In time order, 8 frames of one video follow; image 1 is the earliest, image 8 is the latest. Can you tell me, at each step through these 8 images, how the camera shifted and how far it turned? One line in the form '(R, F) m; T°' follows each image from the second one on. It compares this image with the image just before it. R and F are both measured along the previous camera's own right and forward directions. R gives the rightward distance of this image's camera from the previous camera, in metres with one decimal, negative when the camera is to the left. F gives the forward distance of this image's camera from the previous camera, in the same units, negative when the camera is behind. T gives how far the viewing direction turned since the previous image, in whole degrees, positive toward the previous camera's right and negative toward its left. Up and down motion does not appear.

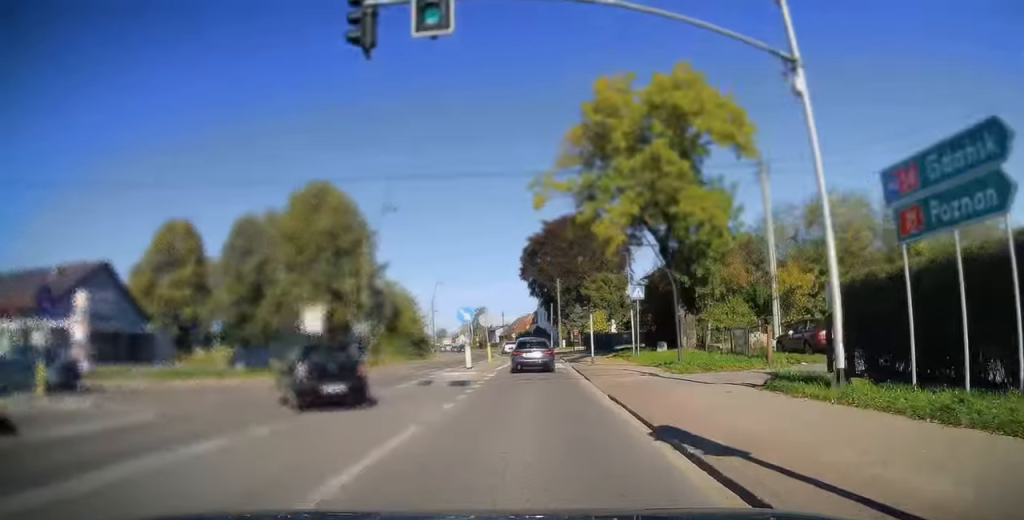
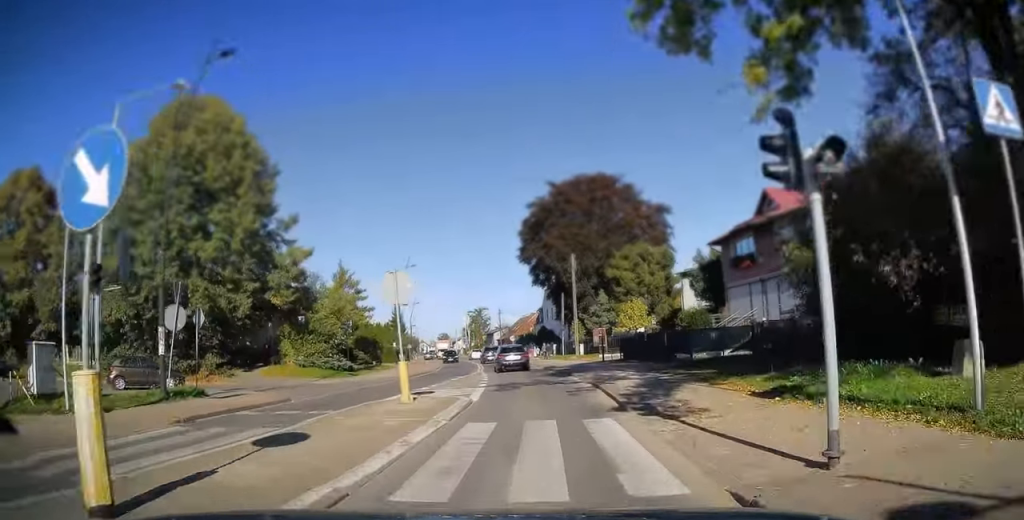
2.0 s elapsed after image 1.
(-0.1, +23.3) m; -1°
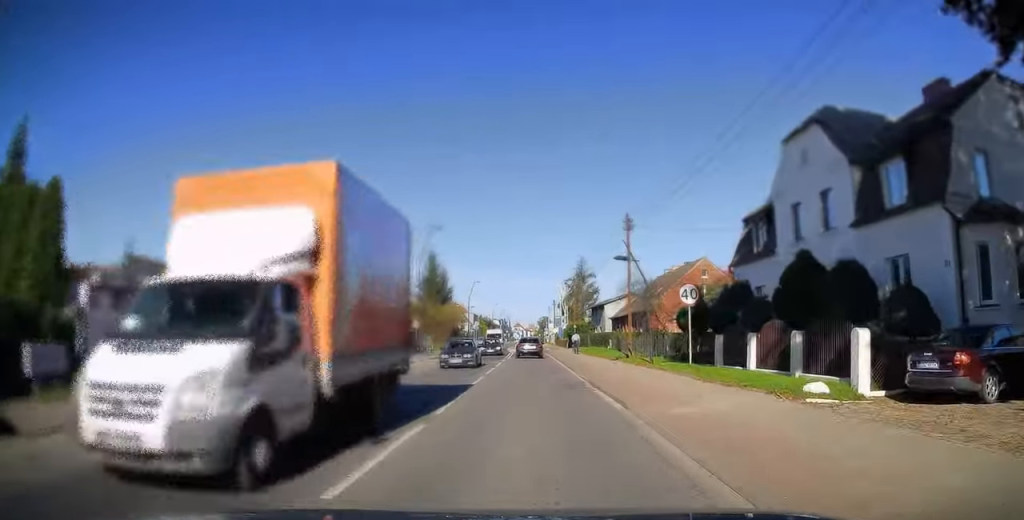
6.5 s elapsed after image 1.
(-4.6, +62.8) m; -9°
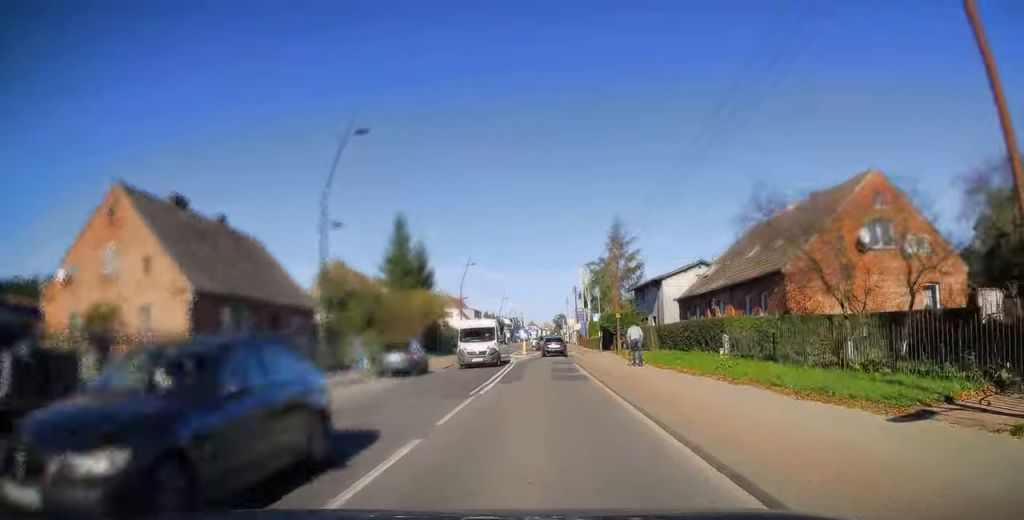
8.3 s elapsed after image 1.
(-0.9, +30.4) m; -2°
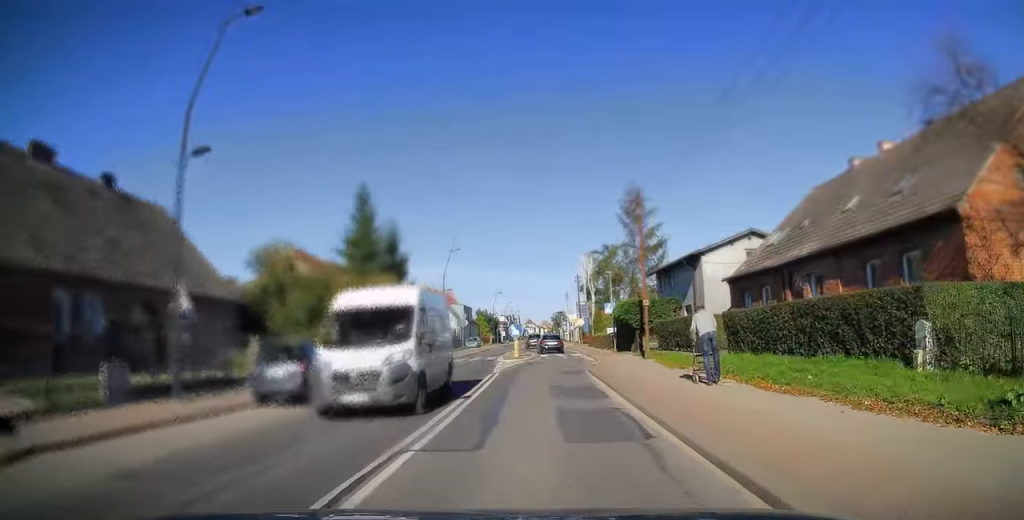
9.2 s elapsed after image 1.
(-0.1, +14.7) m; 0°
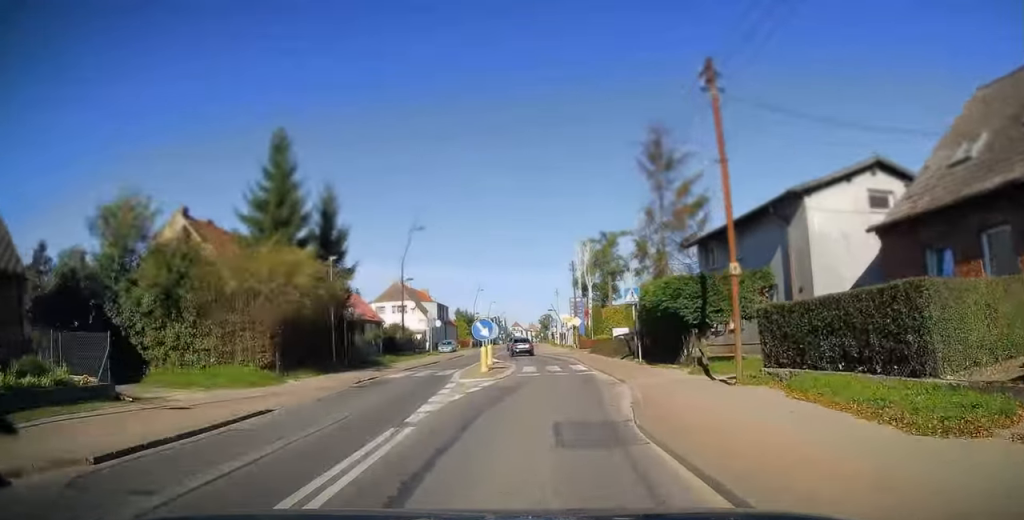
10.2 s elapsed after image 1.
(0.0, +15.3) m; 0°
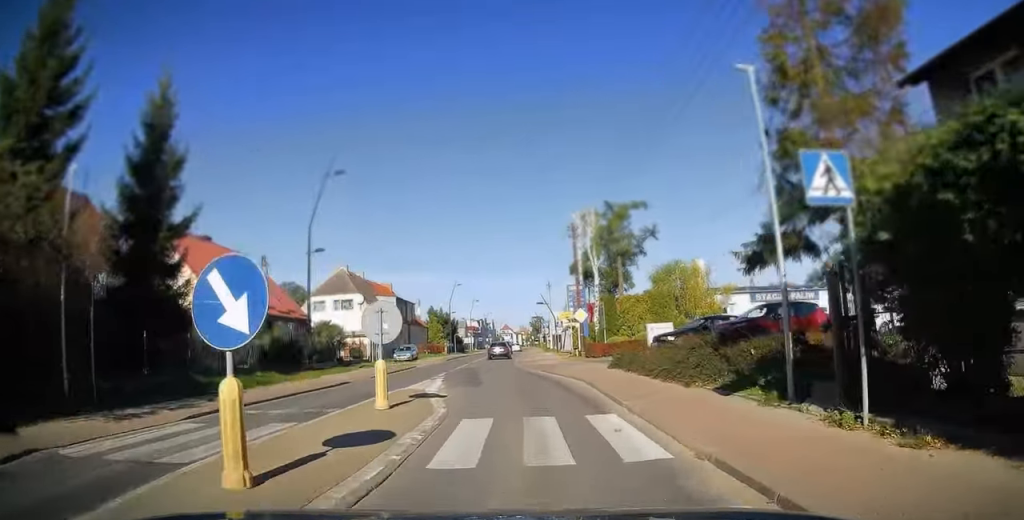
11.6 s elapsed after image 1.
(0.0, +12.3) m; -1°
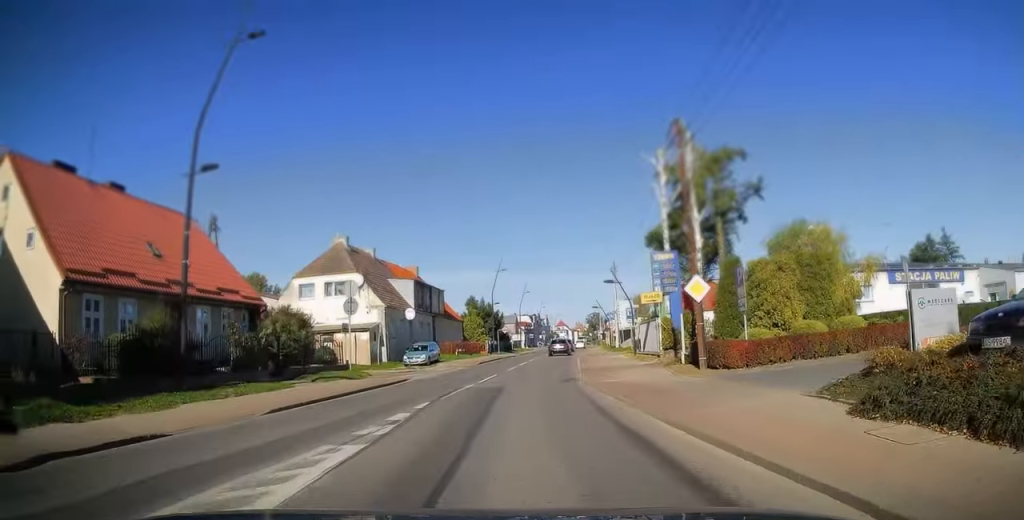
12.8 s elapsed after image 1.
(-0.1, +11.5) m; 0°
